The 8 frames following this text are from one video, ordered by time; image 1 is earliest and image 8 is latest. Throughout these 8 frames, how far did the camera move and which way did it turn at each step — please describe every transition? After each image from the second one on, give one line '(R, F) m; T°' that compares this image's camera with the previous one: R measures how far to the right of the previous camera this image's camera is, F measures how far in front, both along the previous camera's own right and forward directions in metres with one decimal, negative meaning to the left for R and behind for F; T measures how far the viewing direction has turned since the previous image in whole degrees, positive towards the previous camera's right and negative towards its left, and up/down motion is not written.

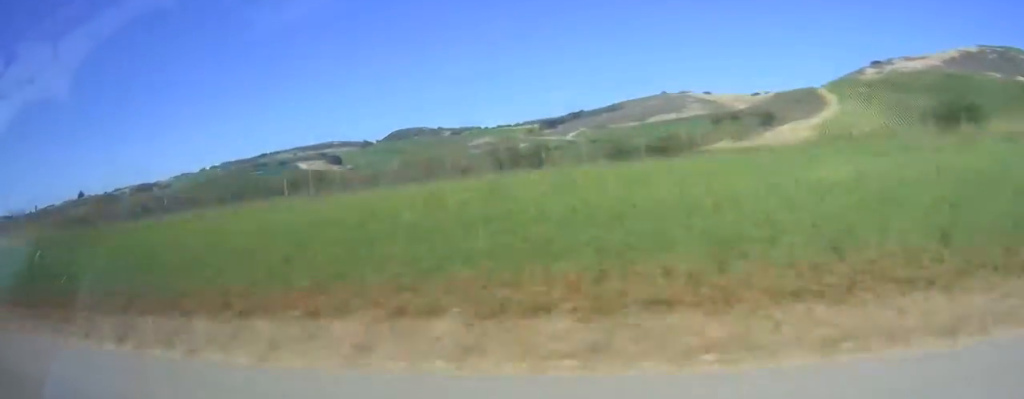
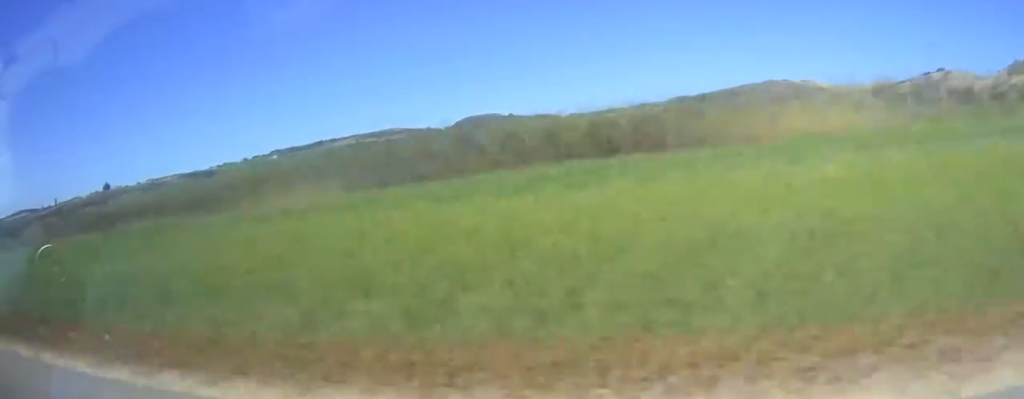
(+1.8, +118.8) m; -1°
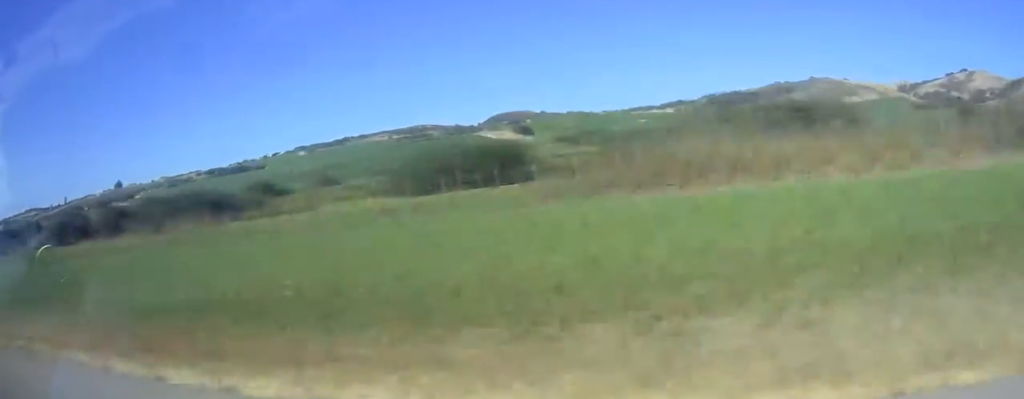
(-1.3, +53.5) m; -1°
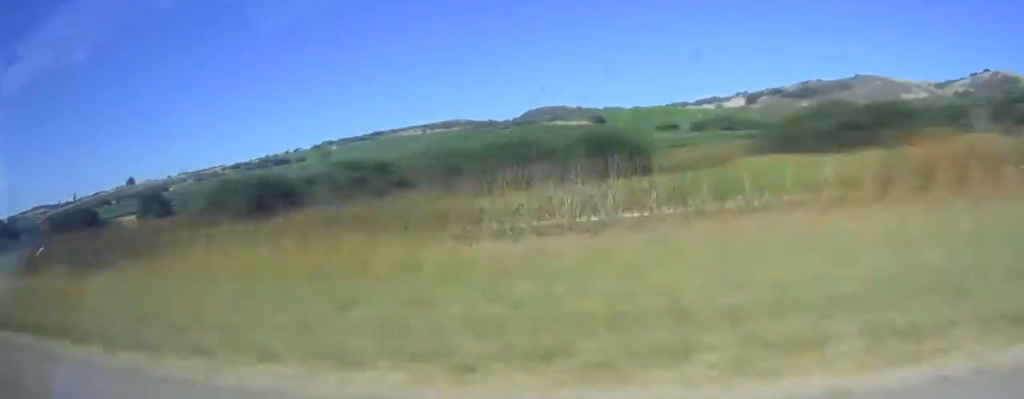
(-0.7, +70.6) m; -1°
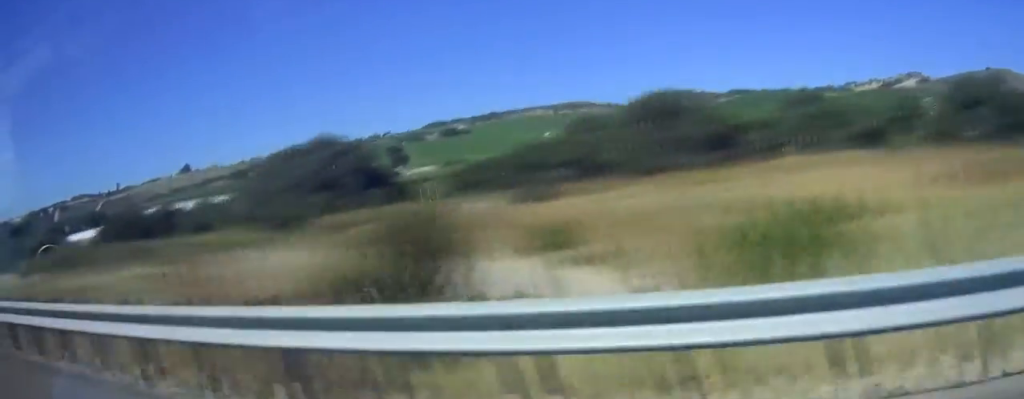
(-4.2, +249.9) m; -1°
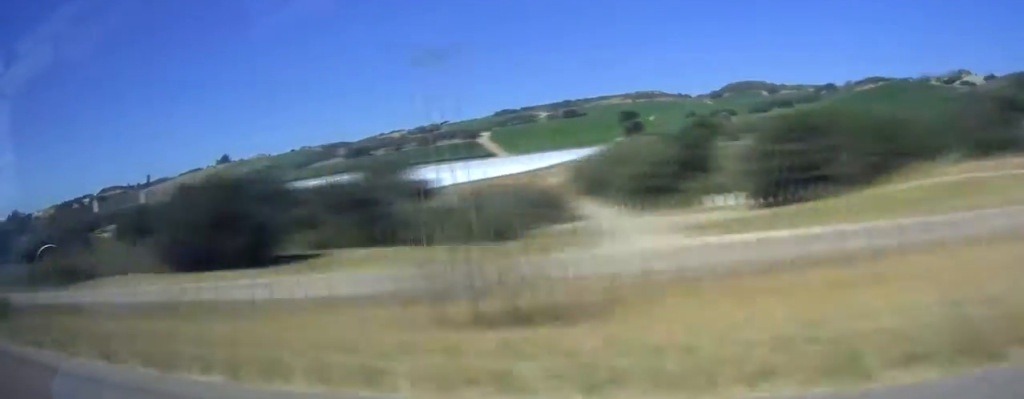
(-0.1, +161.8) m; 0°
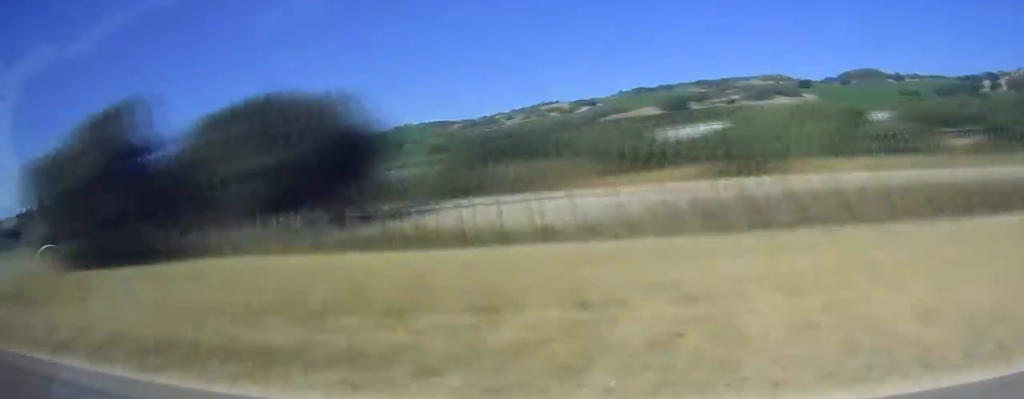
(-0.6, +170.8) m; -1°
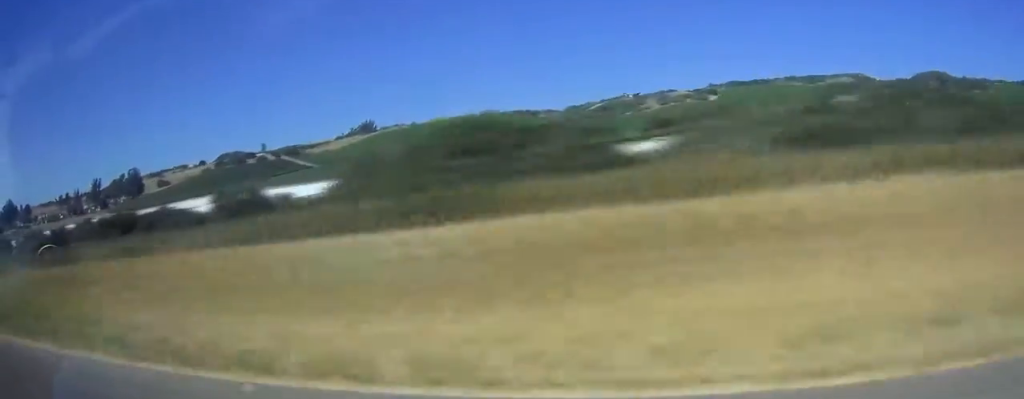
(-1.0, +122.4) m; +1°
